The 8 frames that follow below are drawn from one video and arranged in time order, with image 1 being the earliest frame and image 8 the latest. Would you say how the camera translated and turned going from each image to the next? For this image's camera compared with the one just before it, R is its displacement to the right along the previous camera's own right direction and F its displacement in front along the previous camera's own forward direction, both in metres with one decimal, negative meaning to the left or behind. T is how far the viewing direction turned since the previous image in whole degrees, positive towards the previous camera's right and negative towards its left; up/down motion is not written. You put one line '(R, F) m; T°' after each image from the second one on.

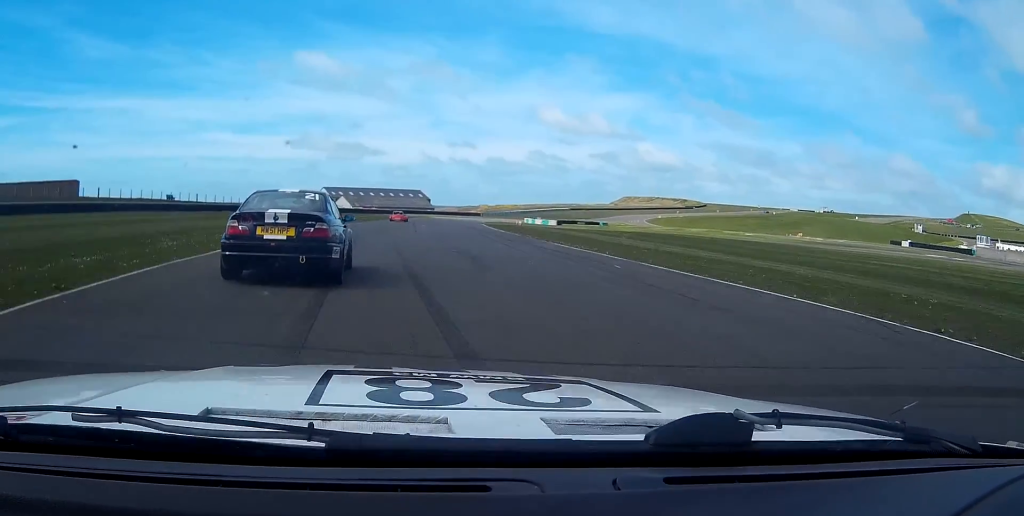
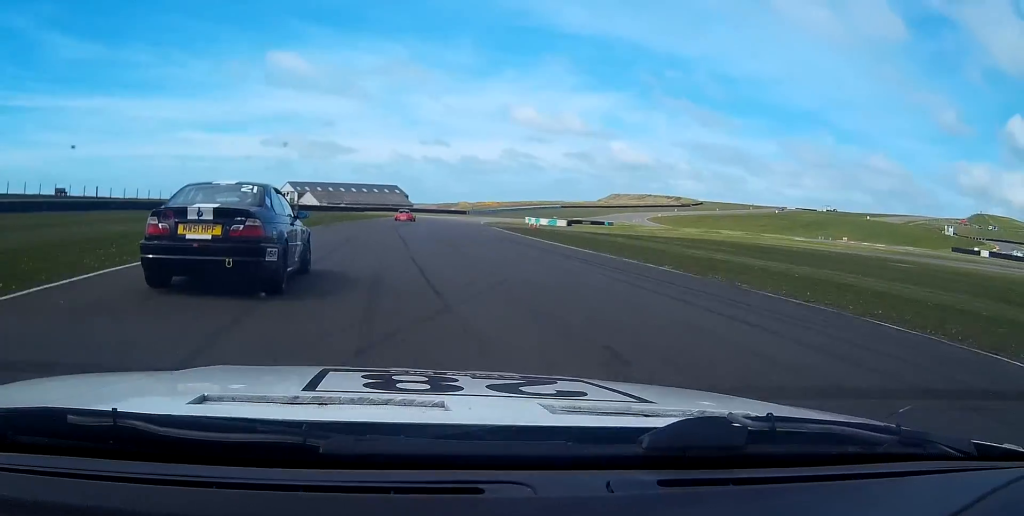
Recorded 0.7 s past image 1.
(+0.4, +30.4) m; +2°
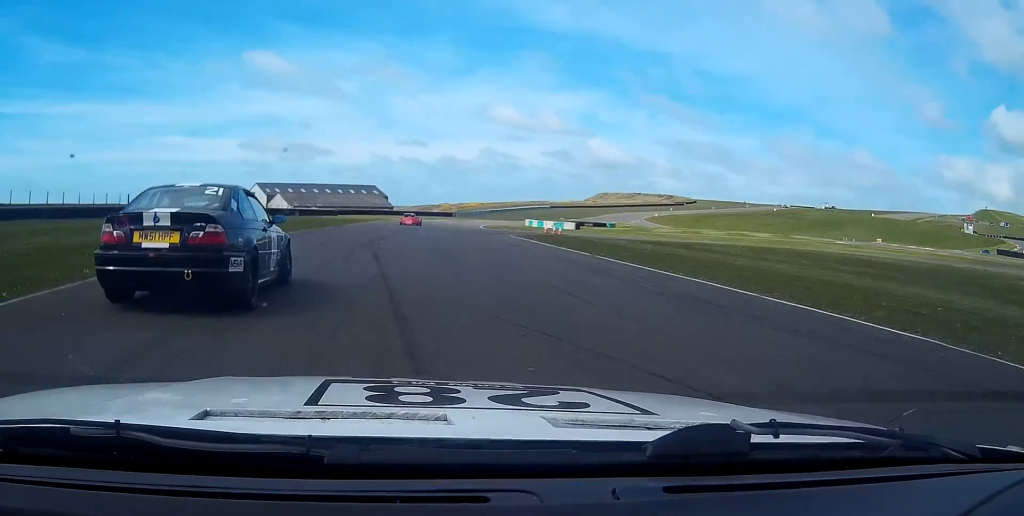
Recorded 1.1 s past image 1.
(+0.2, +19.6) m; +1°
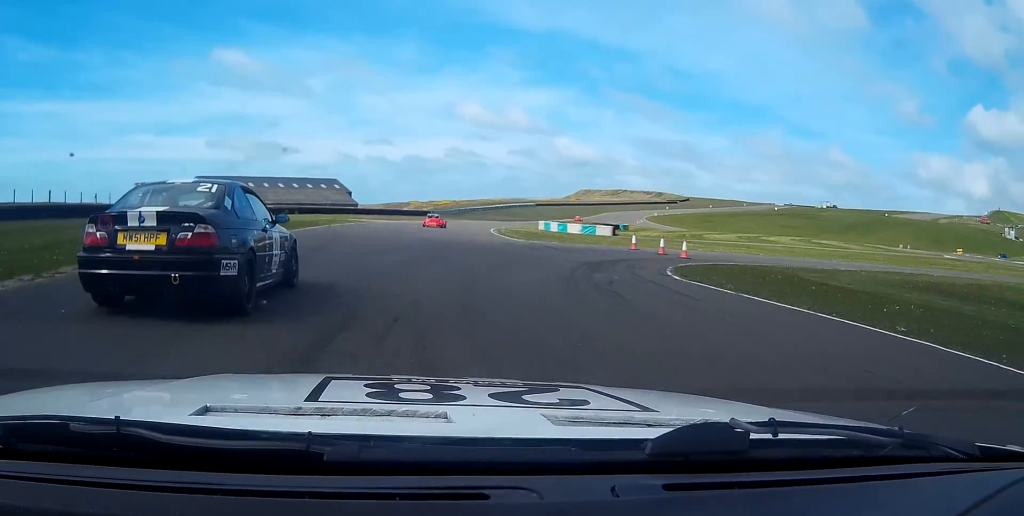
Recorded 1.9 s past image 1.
(+0.7, +33.4) m; +3°
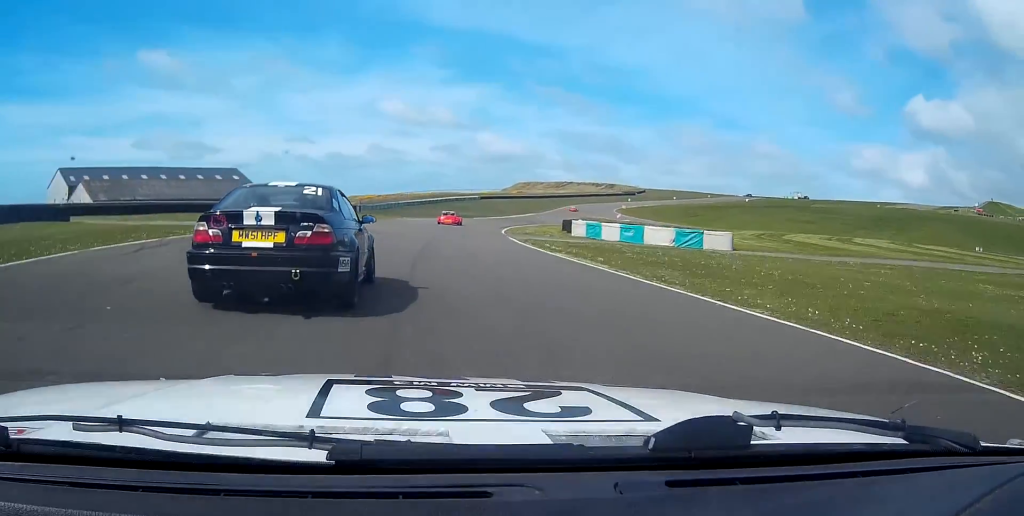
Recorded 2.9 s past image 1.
(+1.8, +42.6) m; +6°
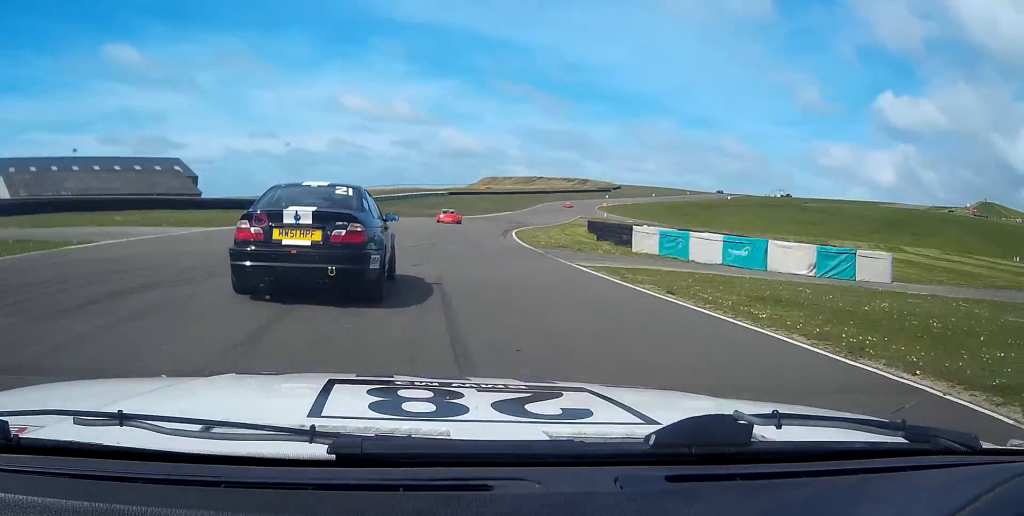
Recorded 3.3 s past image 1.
(-0.2, +17.4) m; +3°
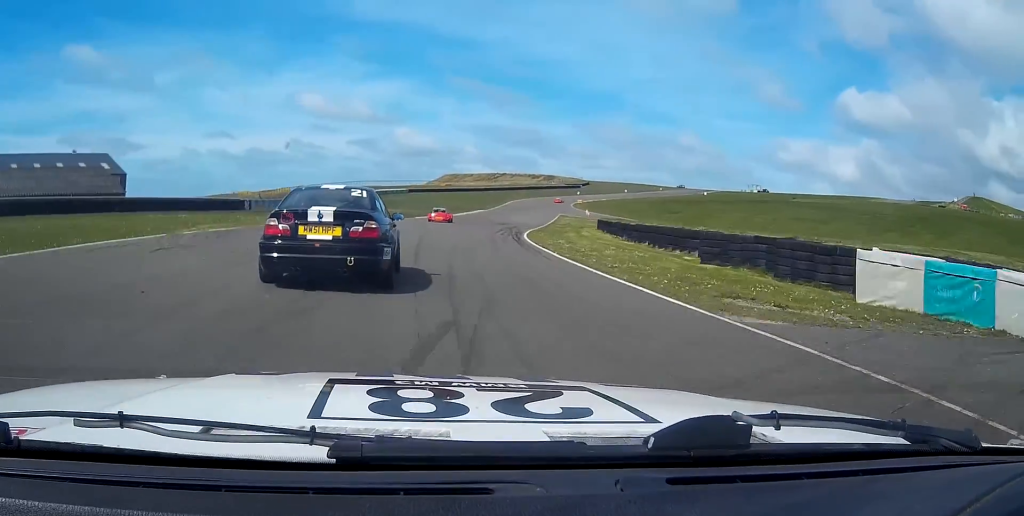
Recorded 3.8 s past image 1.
(+1.0, +16.9) m; +3°
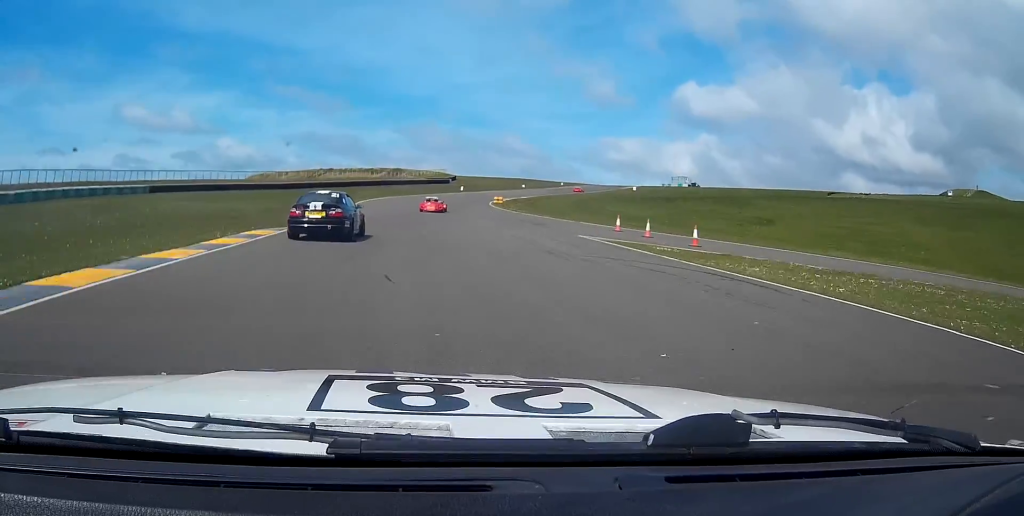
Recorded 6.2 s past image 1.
(+13.7, +94.0) m; +15°
